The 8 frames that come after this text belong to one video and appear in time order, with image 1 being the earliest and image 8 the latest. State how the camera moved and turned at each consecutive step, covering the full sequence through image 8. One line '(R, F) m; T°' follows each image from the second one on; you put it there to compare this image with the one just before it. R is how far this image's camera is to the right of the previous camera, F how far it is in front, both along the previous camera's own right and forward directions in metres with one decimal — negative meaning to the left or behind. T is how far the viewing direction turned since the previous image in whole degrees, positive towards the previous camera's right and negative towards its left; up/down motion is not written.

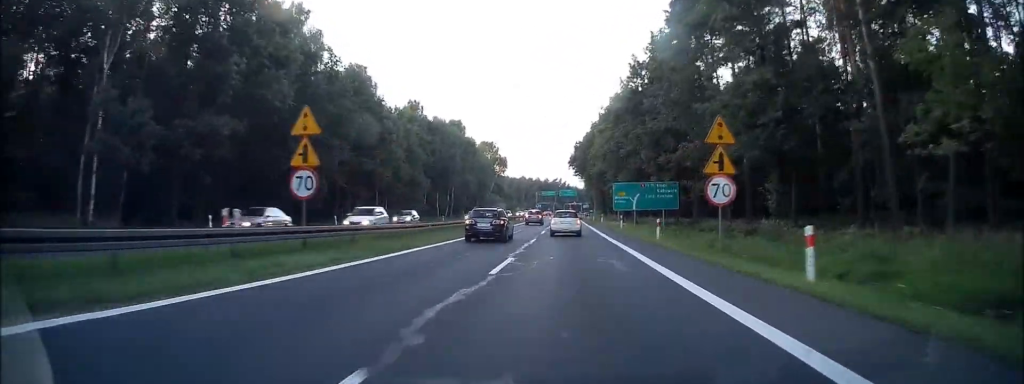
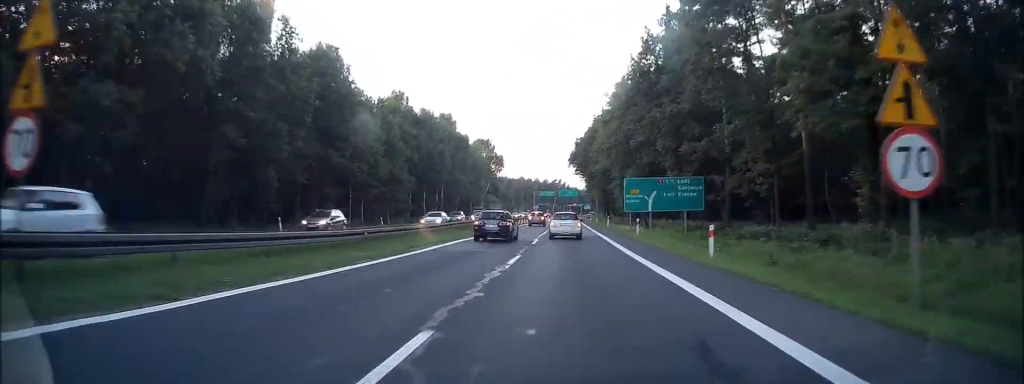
(0.0, +10.3) m; 0°
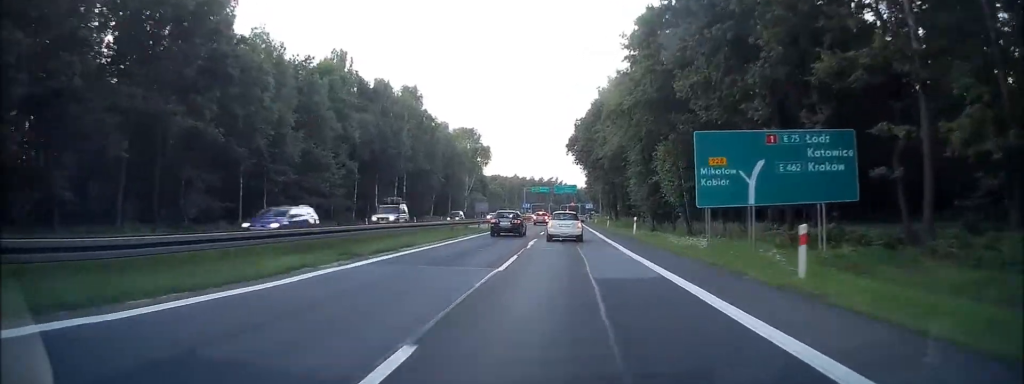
(+0.2, +25.2) m; 0°
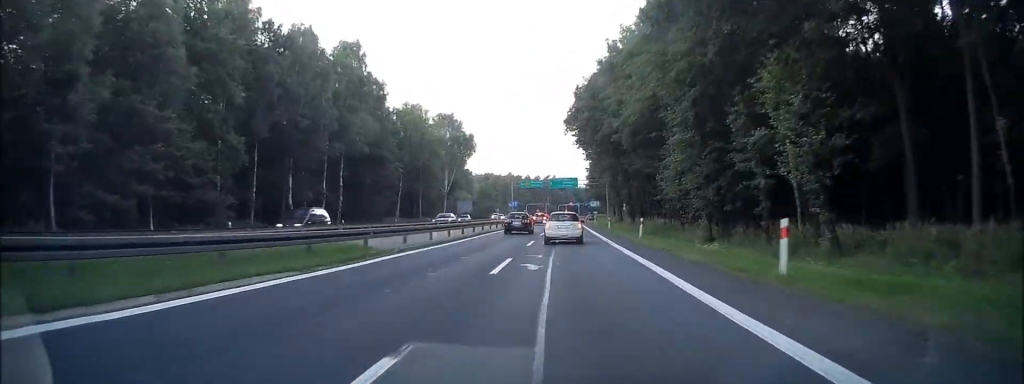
(-0.1, +24.9) m; 0°
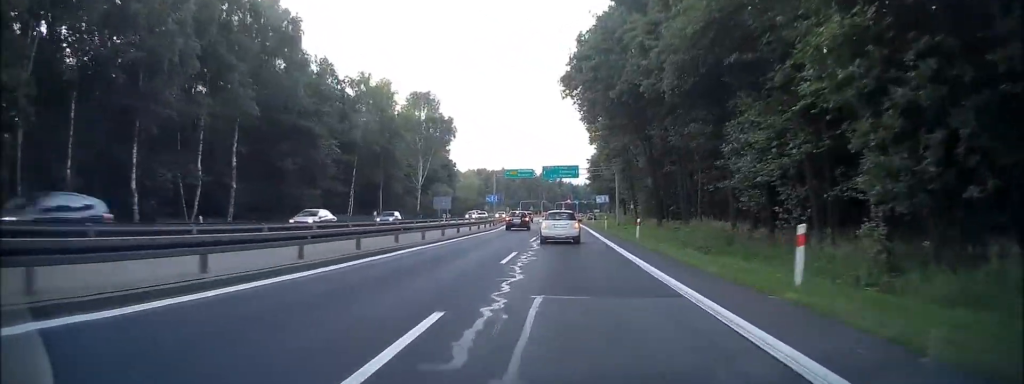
(+0.1, +21.7) m; 0°
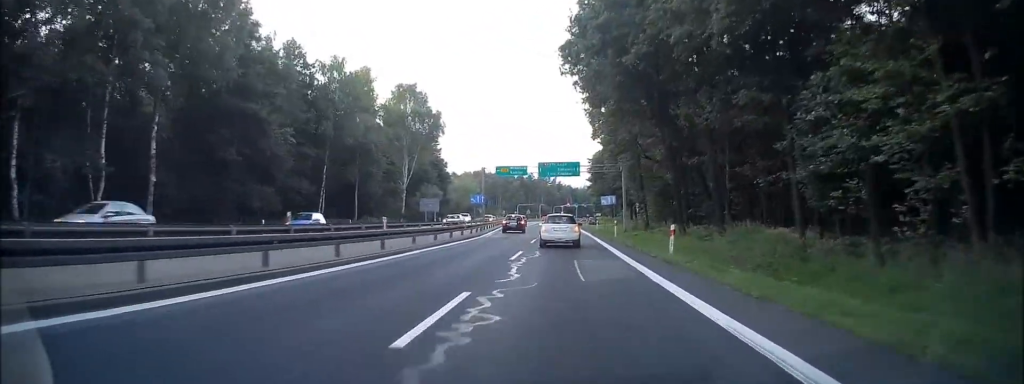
(0.0, +9.8) m; 0°
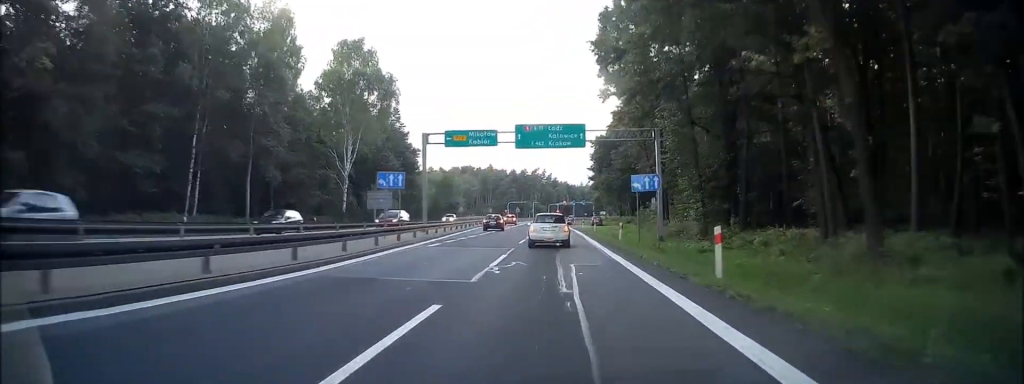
(-0.2, +26.1) m; -1°
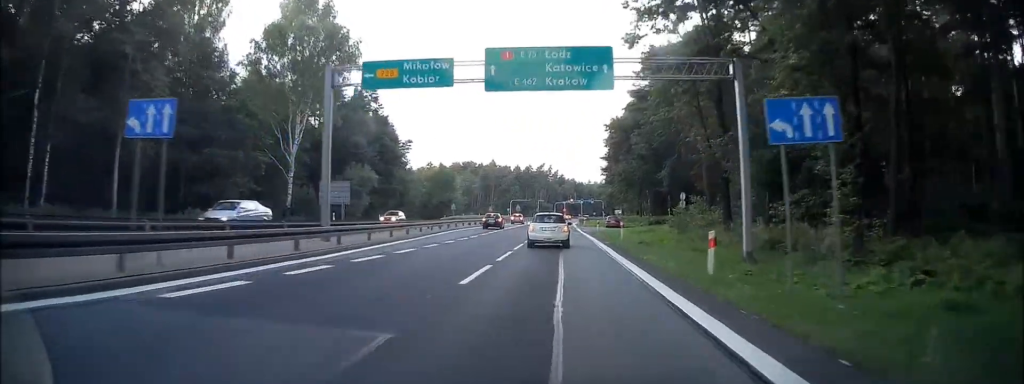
(0.0, +17.4) m; 0°
